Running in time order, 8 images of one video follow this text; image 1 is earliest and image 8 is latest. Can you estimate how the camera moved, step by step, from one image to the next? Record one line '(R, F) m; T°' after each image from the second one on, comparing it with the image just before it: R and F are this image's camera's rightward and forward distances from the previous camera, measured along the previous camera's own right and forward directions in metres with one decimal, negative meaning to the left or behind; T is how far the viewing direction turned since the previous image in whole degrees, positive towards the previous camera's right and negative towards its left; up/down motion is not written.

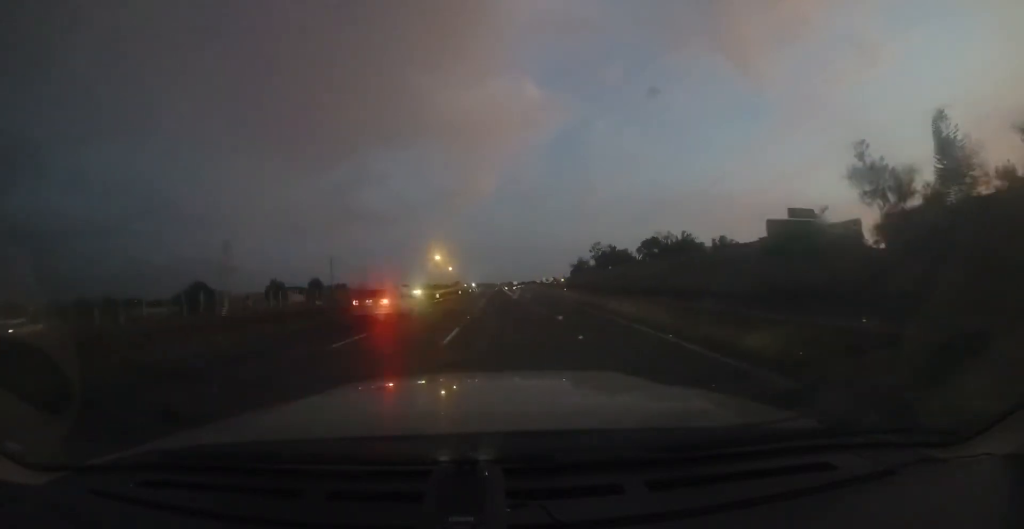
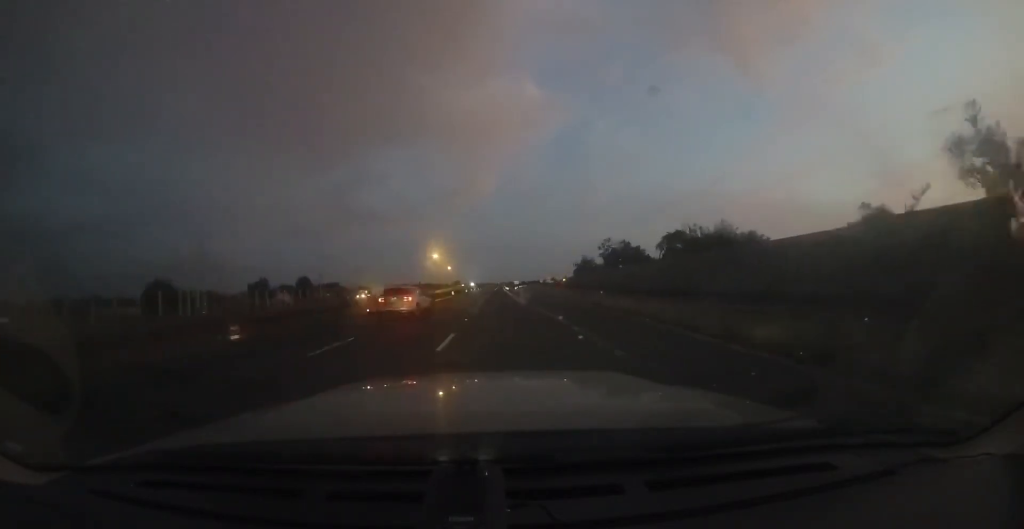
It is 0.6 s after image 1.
(0.0, +13.7) m; 0°
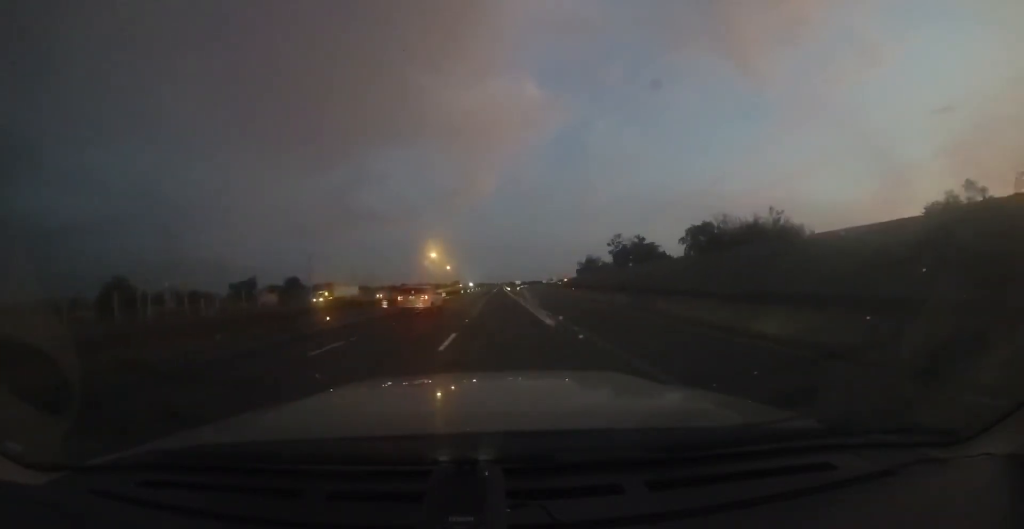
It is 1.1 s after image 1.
(-0.1, +12.2) m; +1°
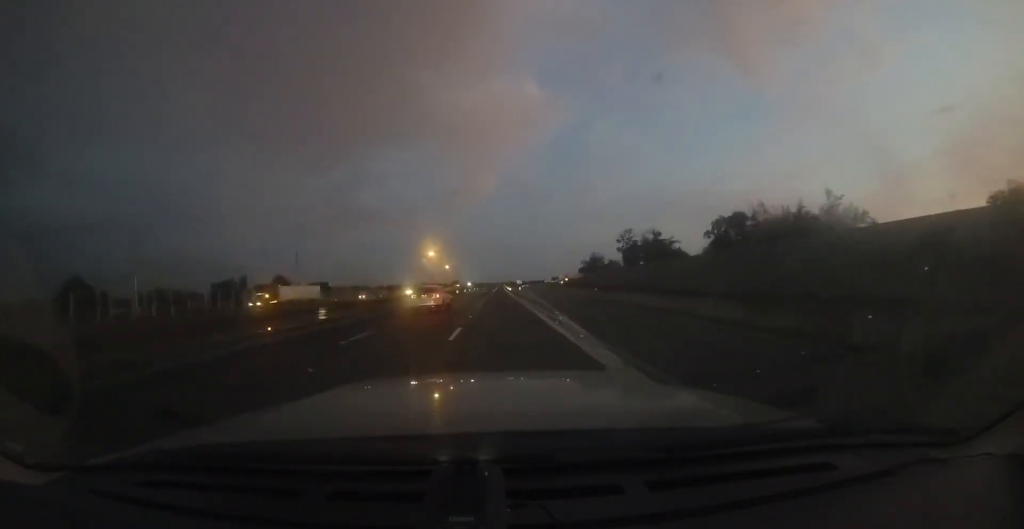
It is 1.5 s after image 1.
(0.0, +10.6) m; 0°
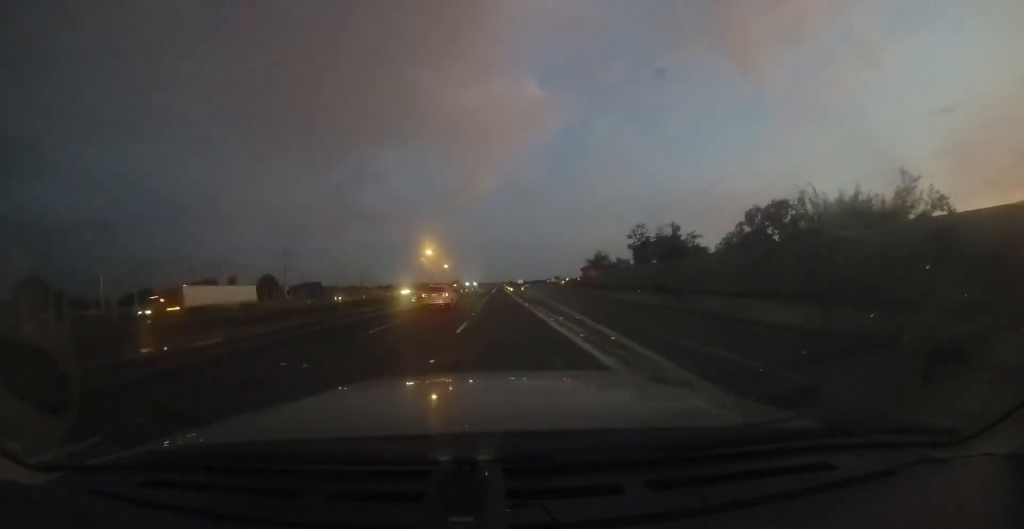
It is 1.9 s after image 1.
(+0.2, +10.8) m; 0°
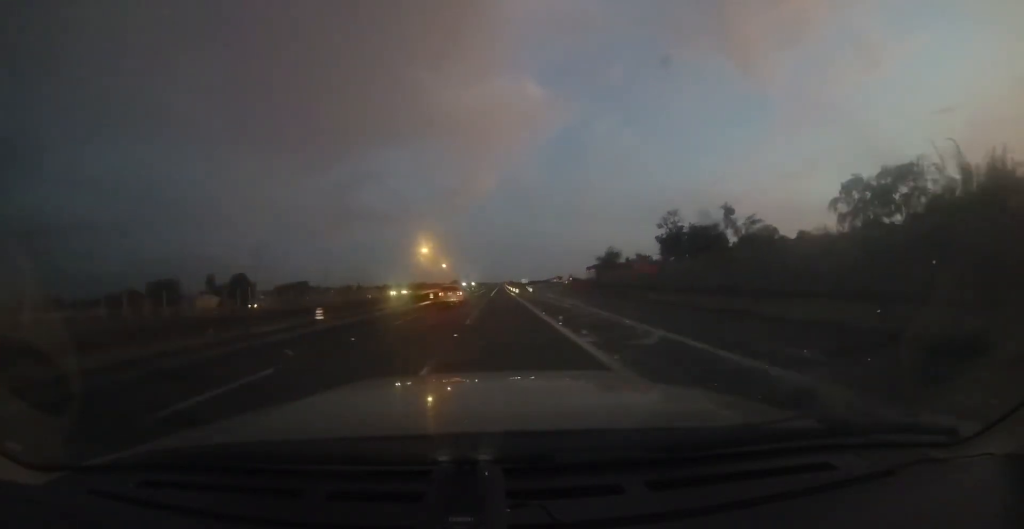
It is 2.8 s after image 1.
(0.0, +20.9) m; 0°
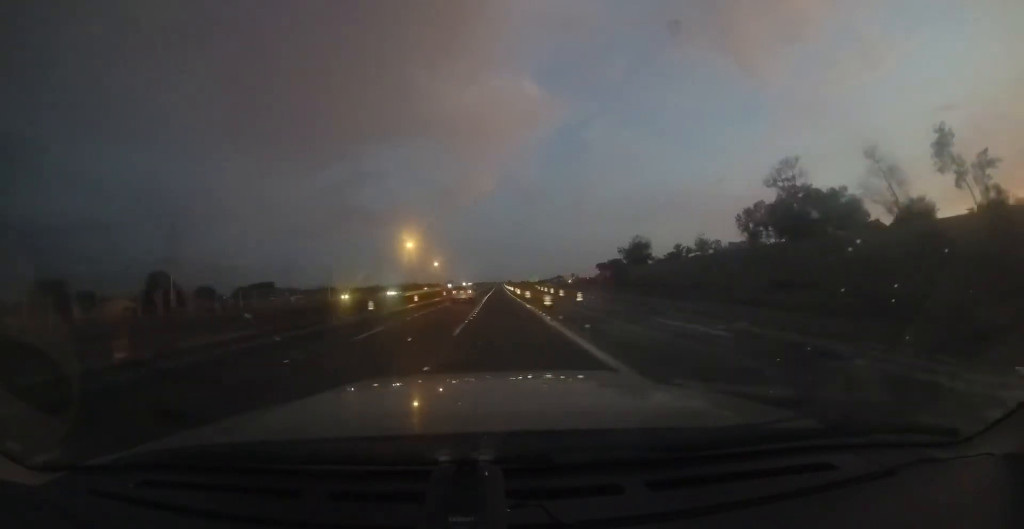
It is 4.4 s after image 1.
(+0.2, +41.1) m; 0°
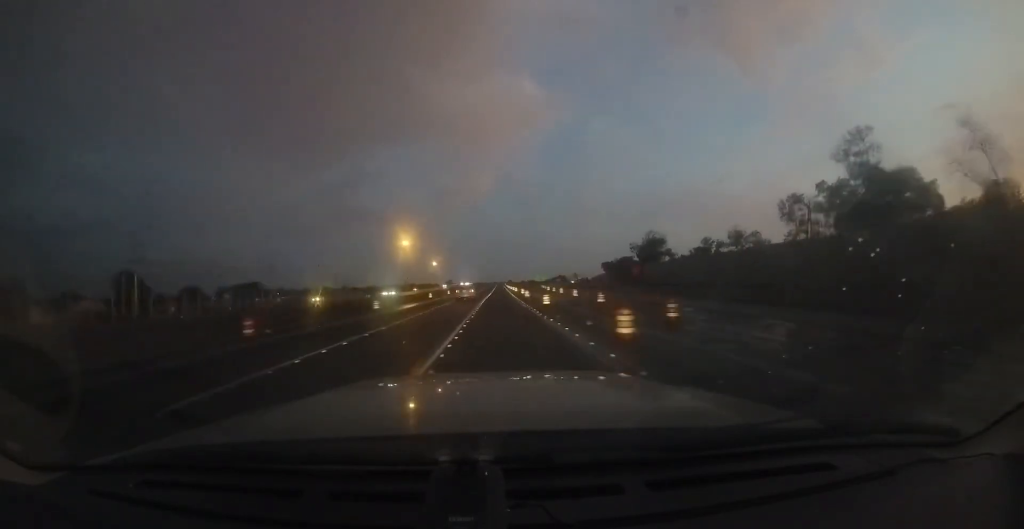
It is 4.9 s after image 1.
(-0.3, +13.4) m; 0°
